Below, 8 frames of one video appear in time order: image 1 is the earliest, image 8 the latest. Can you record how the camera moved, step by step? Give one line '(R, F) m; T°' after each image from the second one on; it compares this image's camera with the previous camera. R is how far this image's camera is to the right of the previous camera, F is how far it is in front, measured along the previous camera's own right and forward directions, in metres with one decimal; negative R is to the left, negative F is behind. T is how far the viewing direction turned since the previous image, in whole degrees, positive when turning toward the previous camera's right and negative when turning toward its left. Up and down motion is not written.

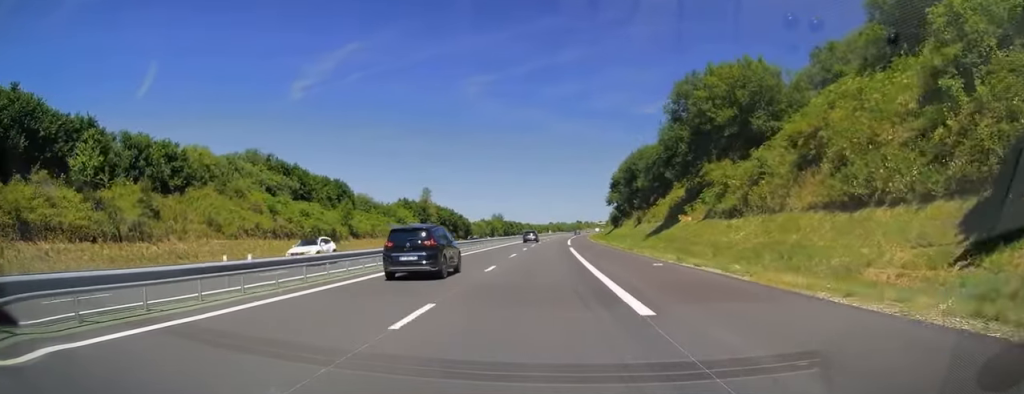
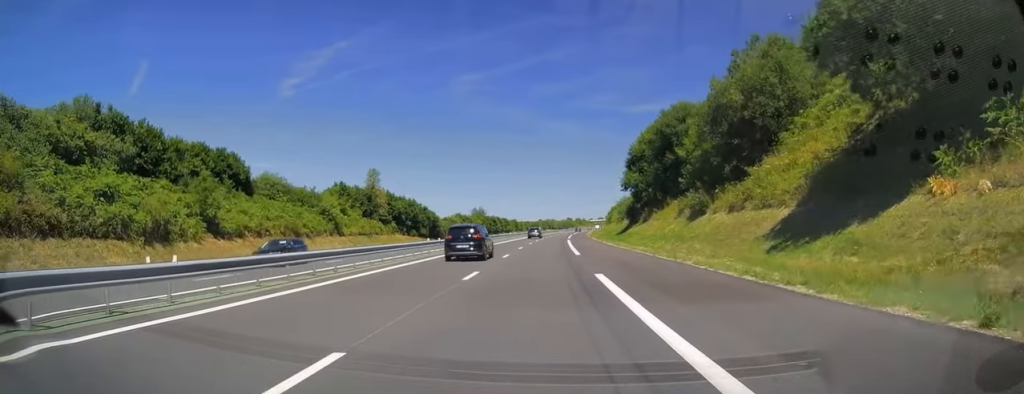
(+0.4, +31.1) m; +2°
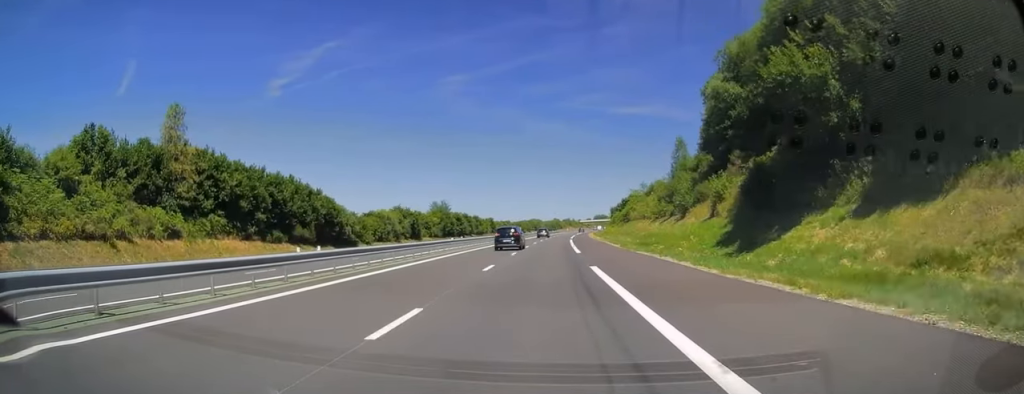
(+0.8, +48.3) m; +2°
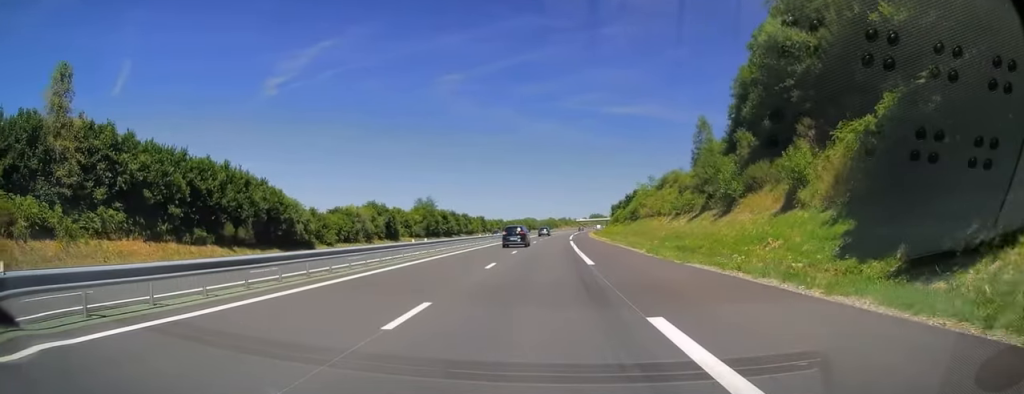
(-0.1, +12.3) m; 0°
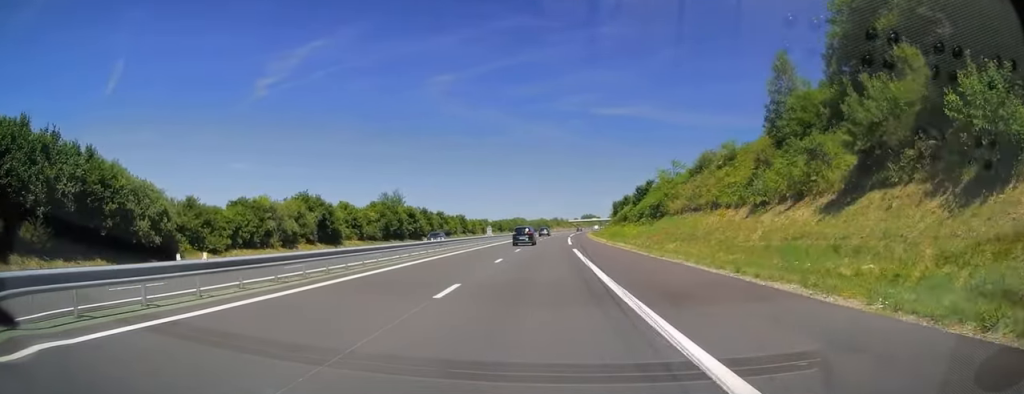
(+0.3, +22.1) m; +1°
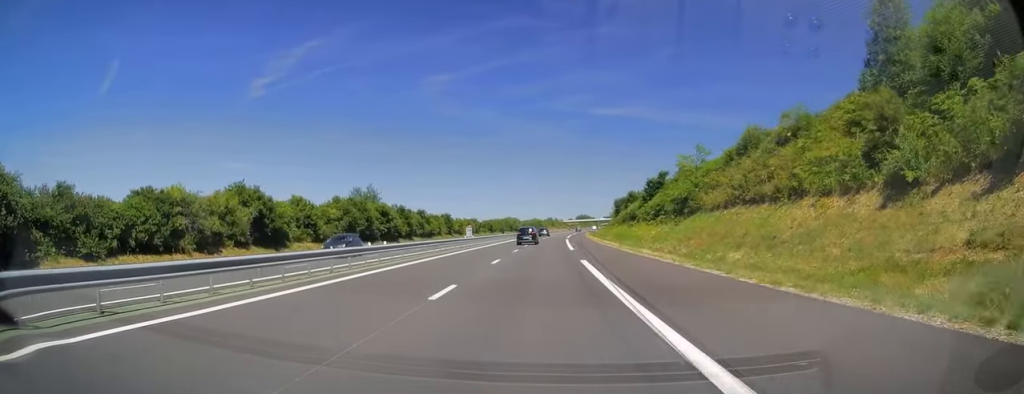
(+0.1, +13.3) m; 0°
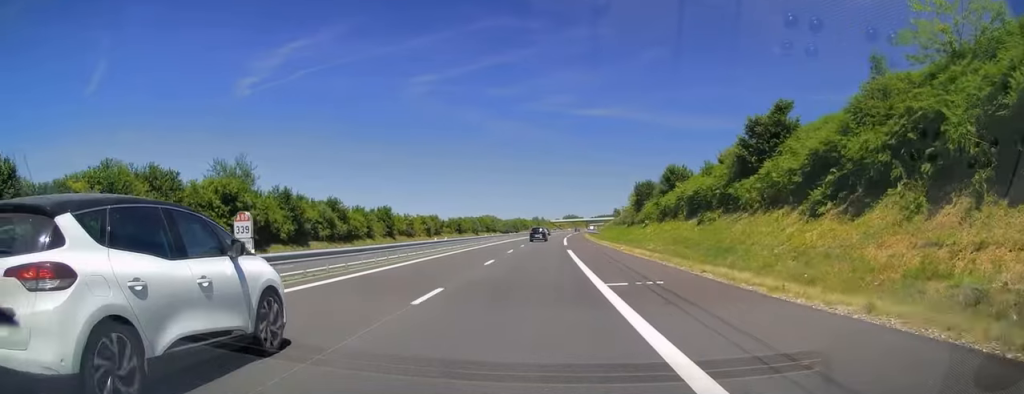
(+0.2, +39.9) m; +1°
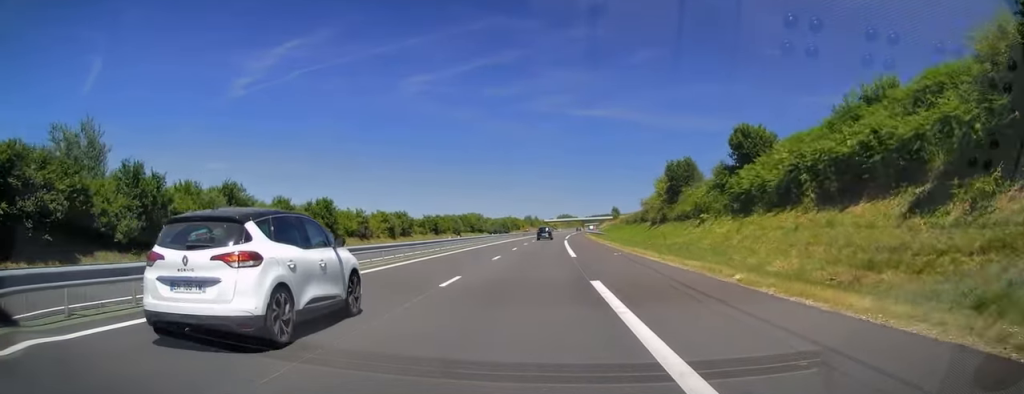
(+0.1, +22.7) m; +1°
